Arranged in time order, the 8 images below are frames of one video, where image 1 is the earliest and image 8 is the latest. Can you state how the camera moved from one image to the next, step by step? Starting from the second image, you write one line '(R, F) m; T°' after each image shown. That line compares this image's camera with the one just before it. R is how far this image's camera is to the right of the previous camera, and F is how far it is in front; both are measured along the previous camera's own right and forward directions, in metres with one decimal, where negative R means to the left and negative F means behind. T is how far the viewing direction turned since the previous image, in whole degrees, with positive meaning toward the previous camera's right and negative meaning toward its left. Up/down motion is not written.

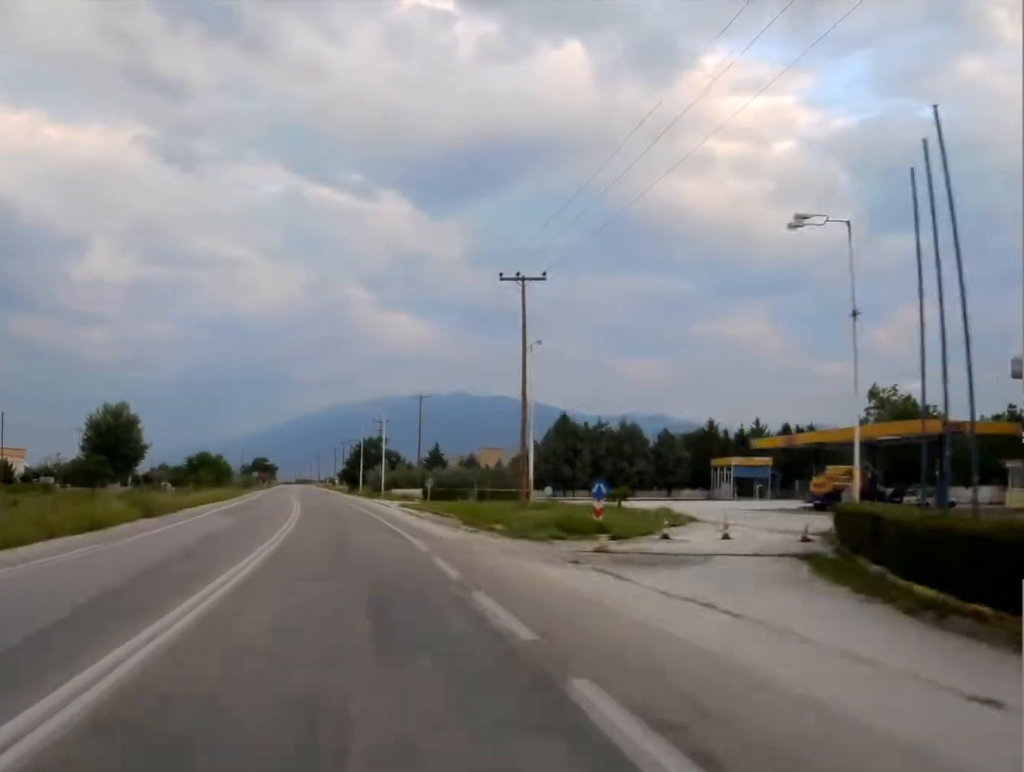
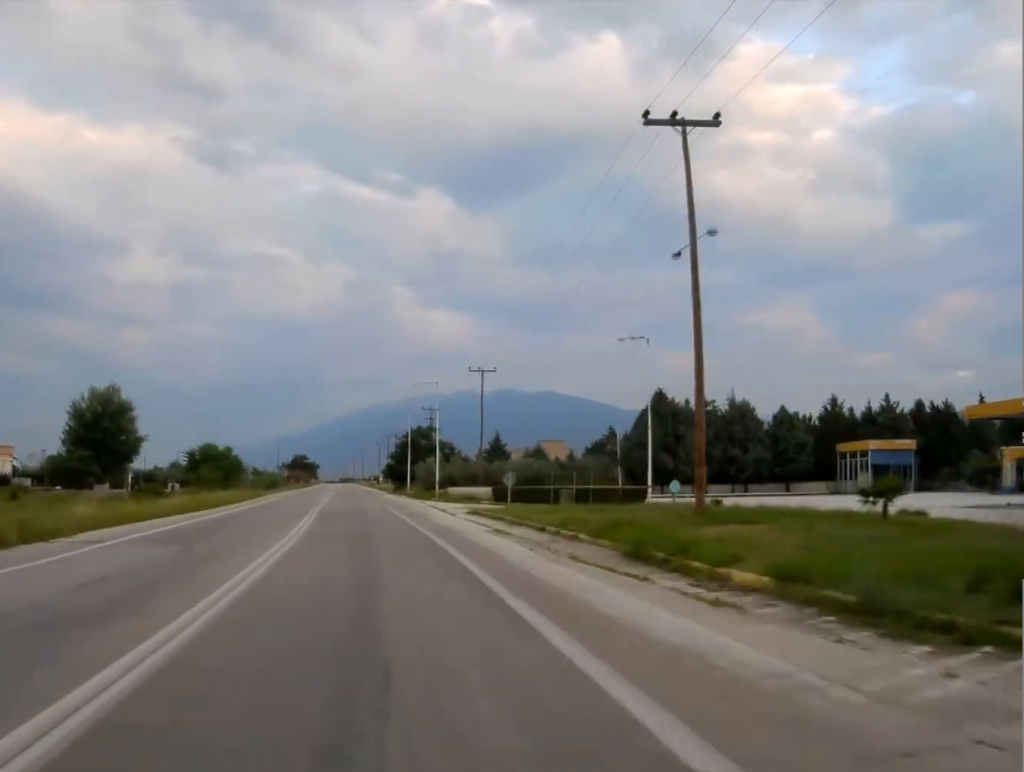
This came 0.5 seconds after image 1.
(-0.5, +21.5) m; -3°
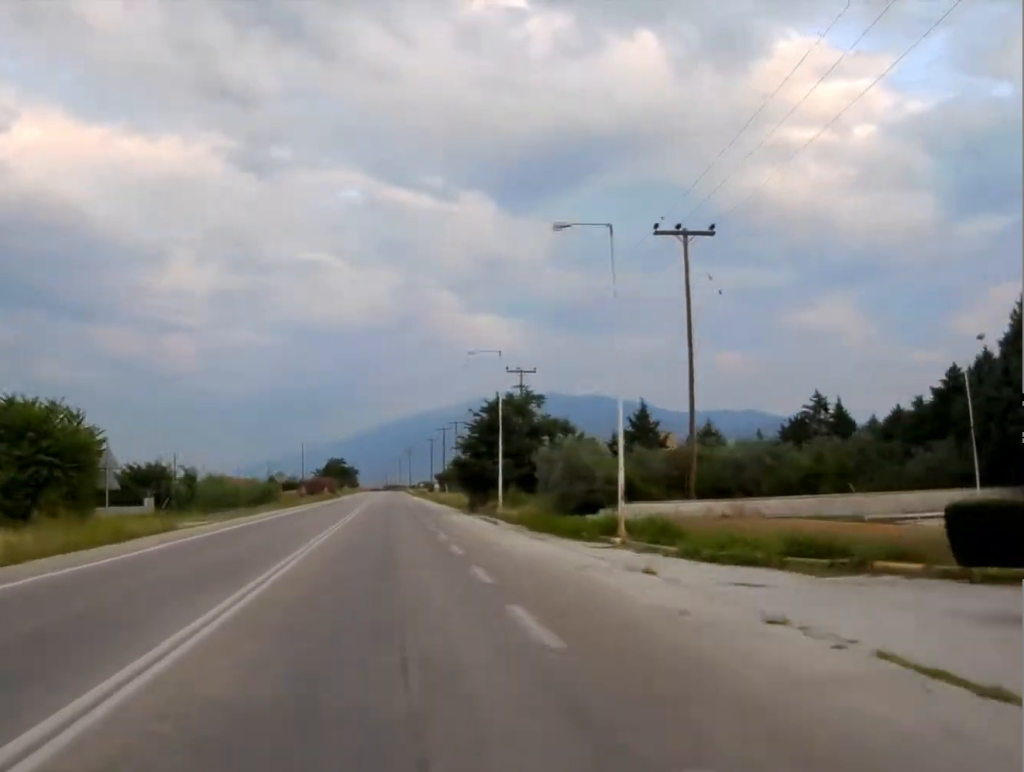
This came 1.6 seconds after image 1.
(-2.2, +47.5) m; -4°
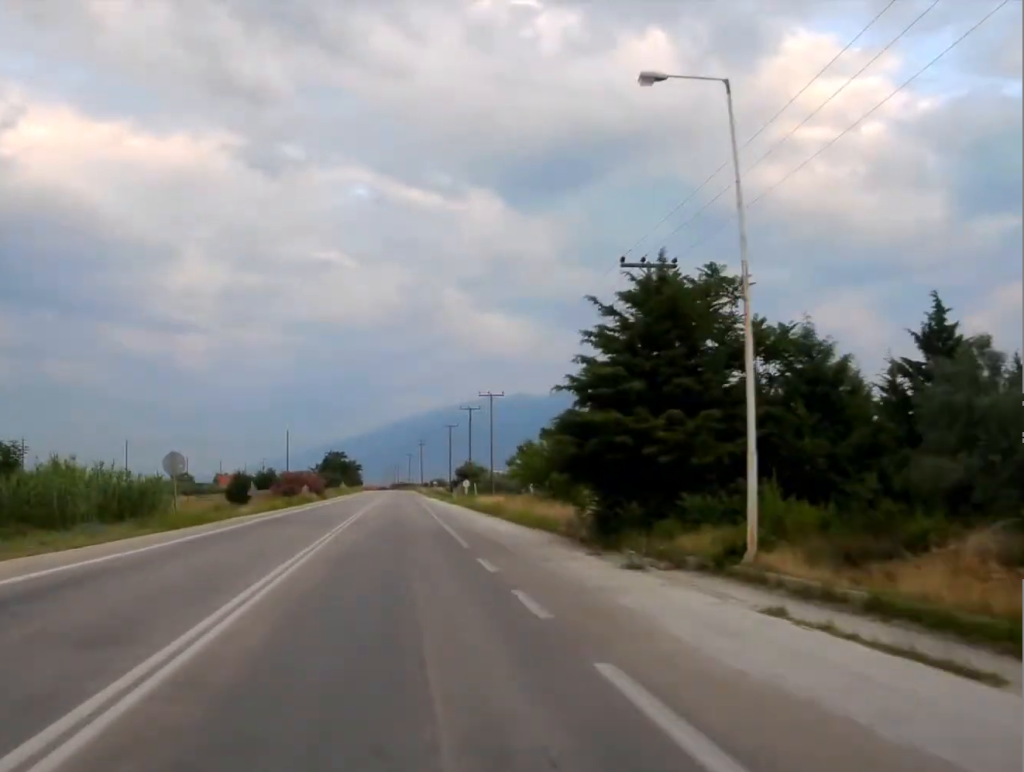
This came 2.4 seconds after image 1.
(-0.7, +36.4) m; -1°
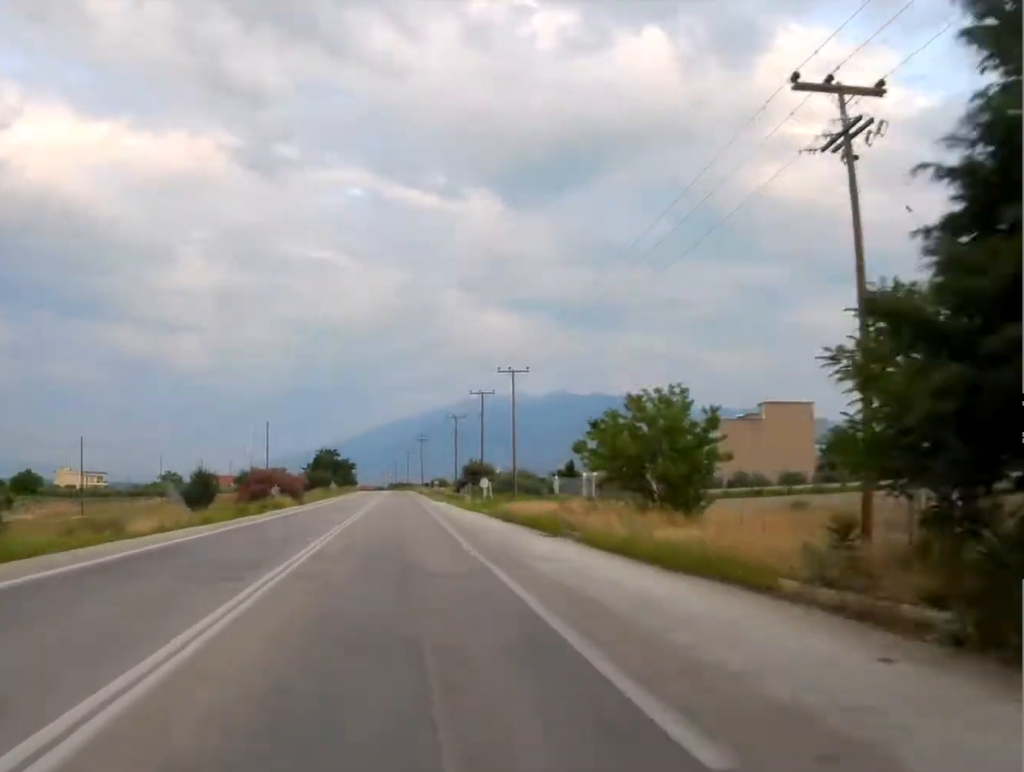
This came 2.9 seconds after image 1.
(0.0, +18.4) m; 0°
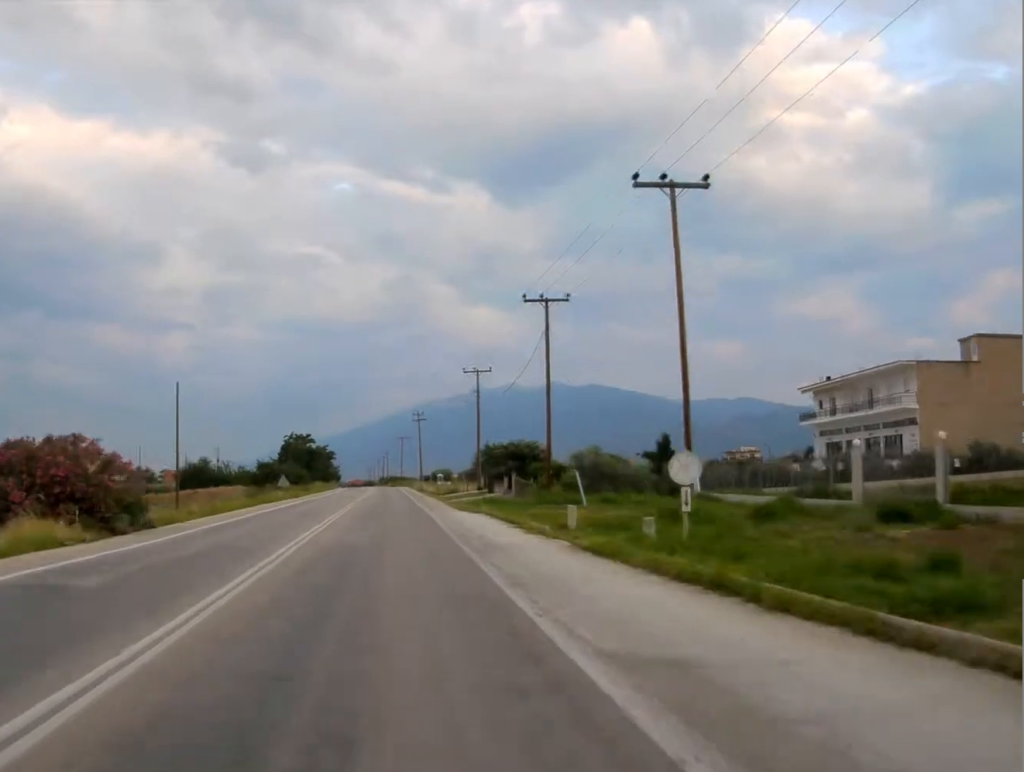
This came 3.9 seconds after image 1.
(+0.3, +43.4) m; 0°
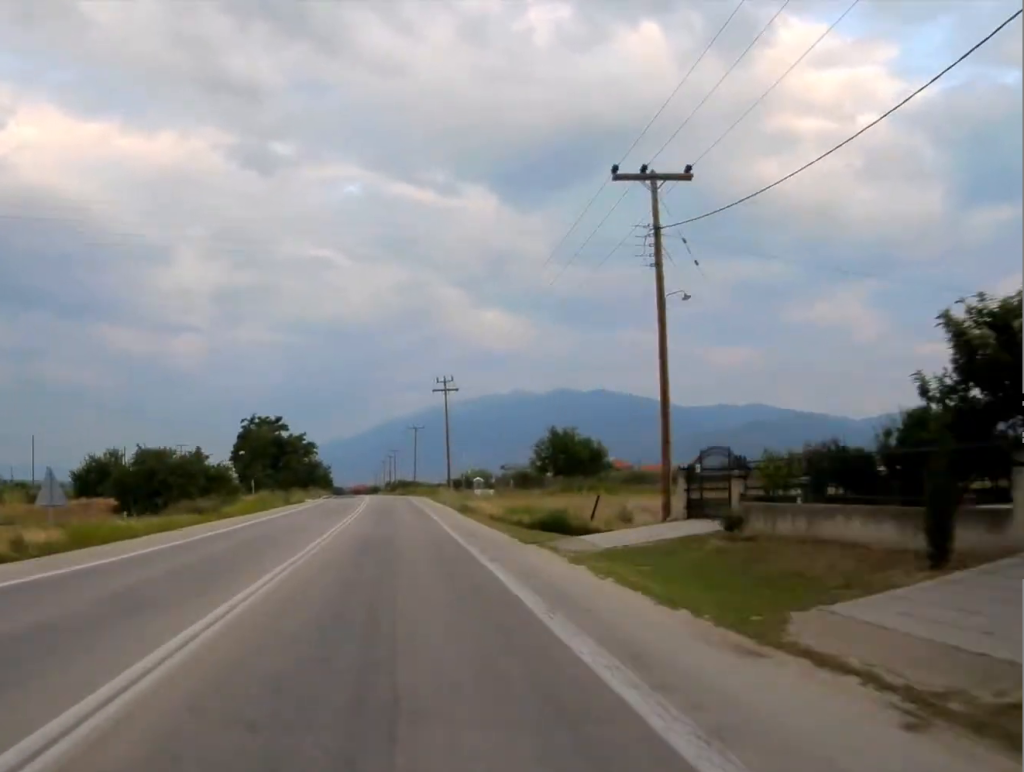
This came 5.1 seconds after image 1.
(-0.1, +50.8) m; 0°
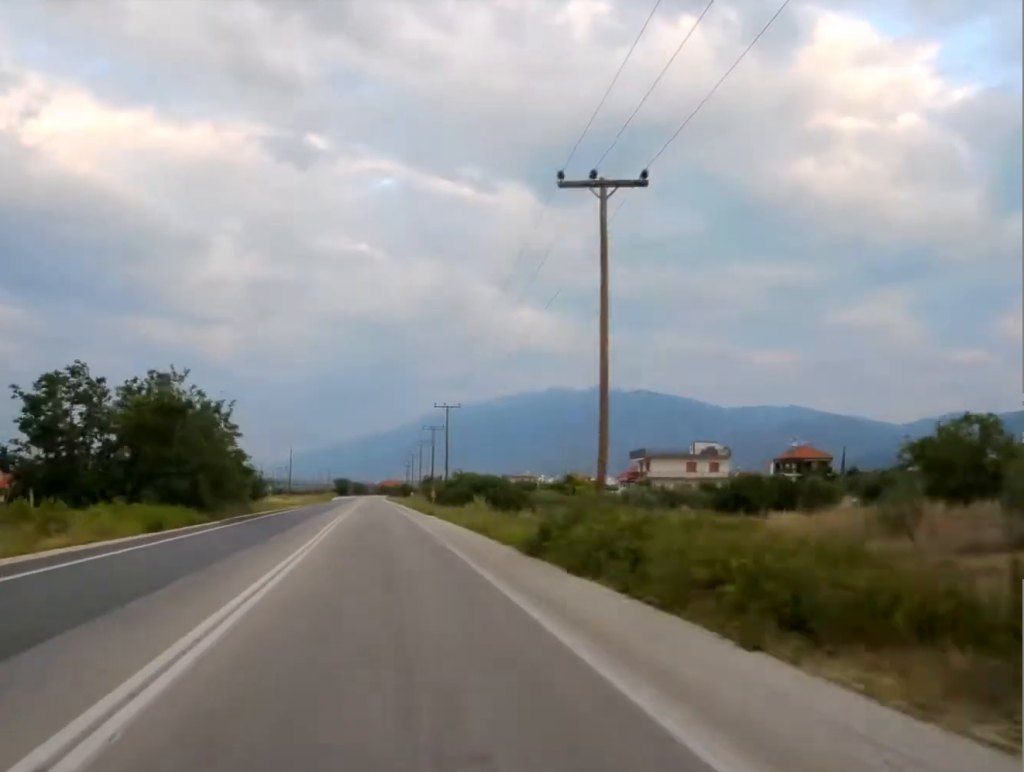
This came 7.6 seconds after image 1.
(-1.4, +112.2) m; -2°
